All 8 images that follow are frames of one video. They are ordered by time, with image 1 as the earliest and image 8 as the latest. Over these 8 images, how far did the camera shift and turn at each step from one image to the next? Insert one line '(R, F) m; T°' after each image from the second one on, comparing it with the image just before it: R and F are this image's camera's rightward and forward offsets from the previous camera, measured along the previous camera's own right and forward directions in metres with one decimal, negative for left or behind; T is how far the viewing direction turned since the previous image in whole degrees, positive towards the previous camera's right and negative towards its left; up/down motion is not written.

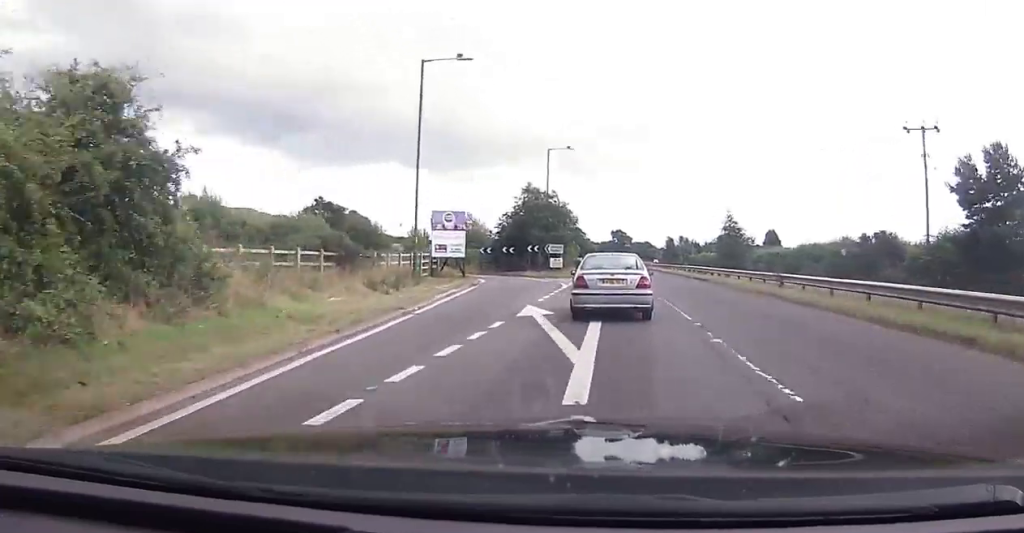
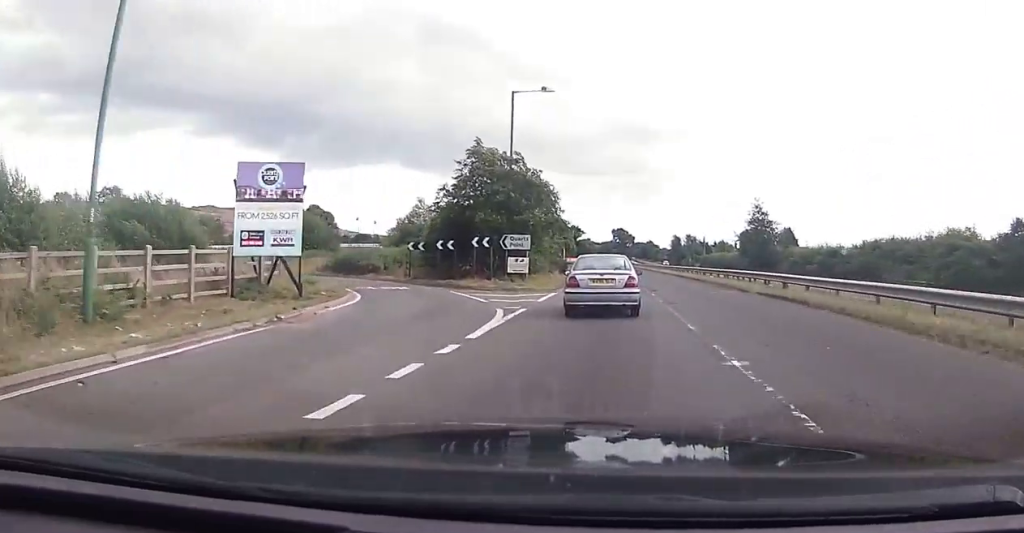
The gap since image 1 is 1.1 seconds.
(0.0, +19.8) m; -1°
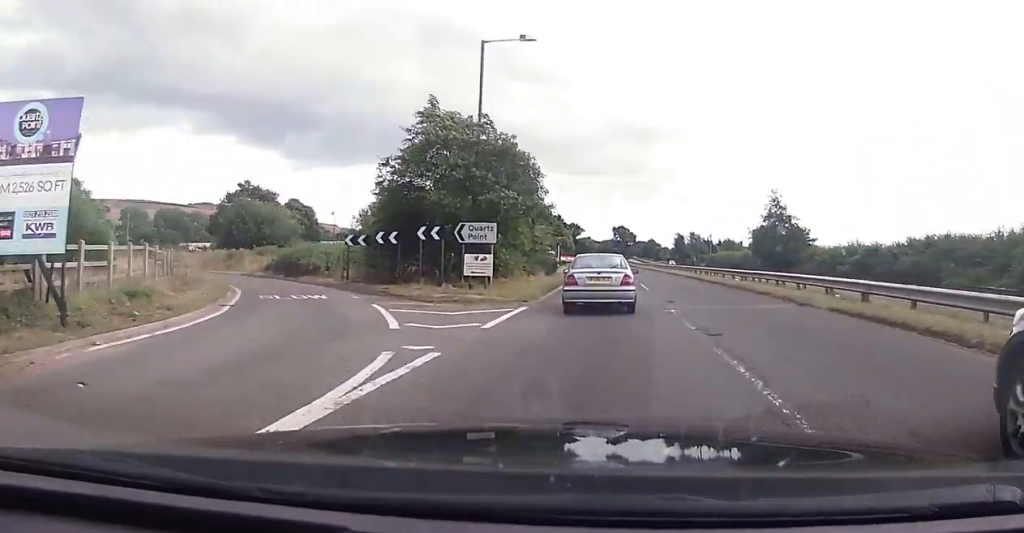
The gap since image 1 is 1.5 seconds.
(0.0, +8.7) m; 0°
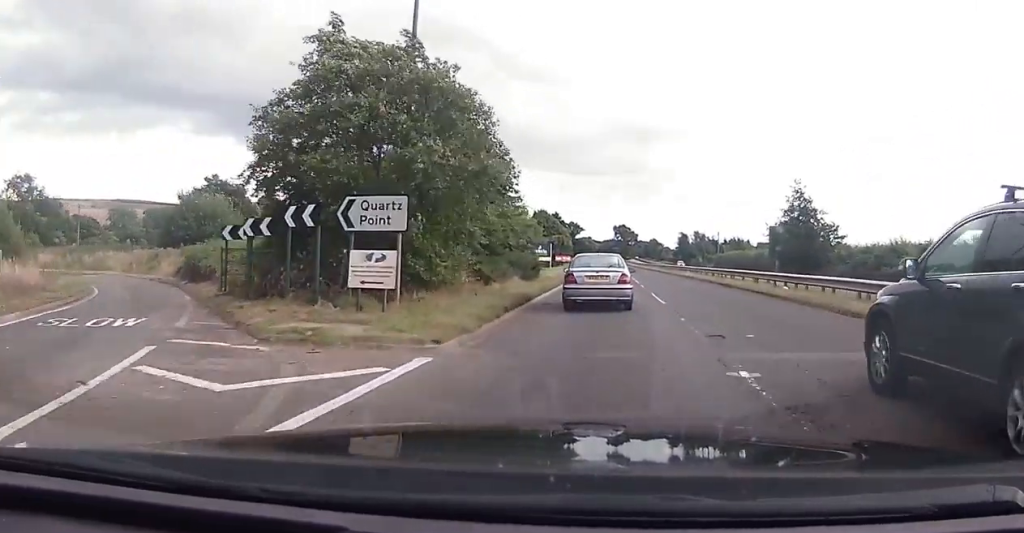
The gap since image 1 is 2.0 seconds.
(-0.1, +9.4) m; 0°
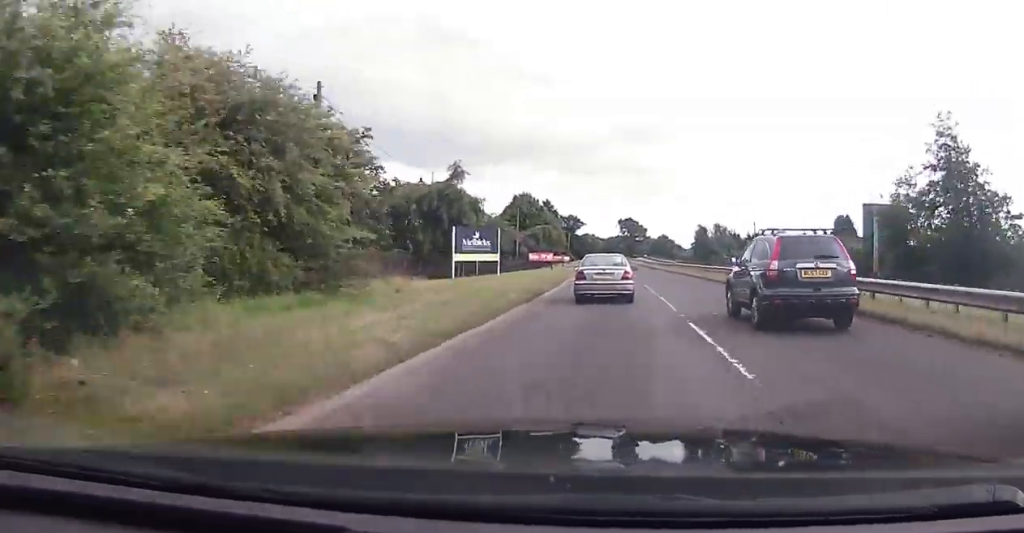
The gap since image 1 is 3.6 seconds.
(0.0, +30.0) m; +1°
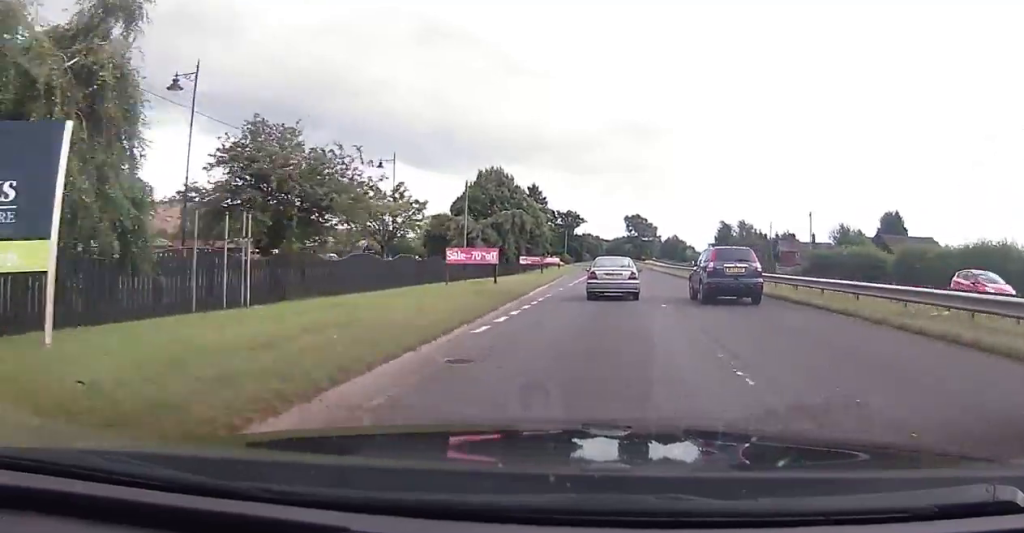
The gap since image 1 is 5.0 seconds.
(-0.2, +27.7) m; -1°
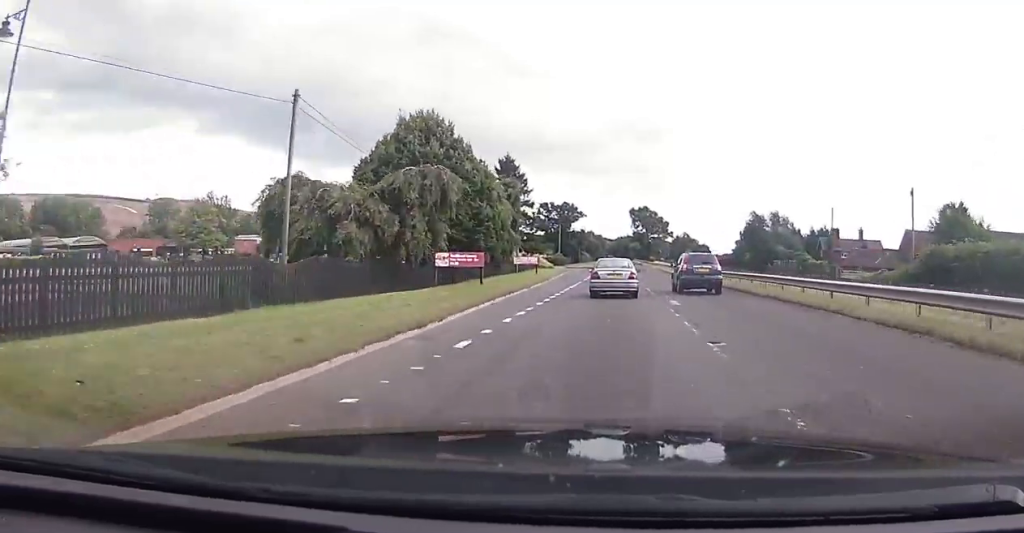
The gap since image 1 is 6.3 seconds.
(+0.3, +26.3) m; +1°
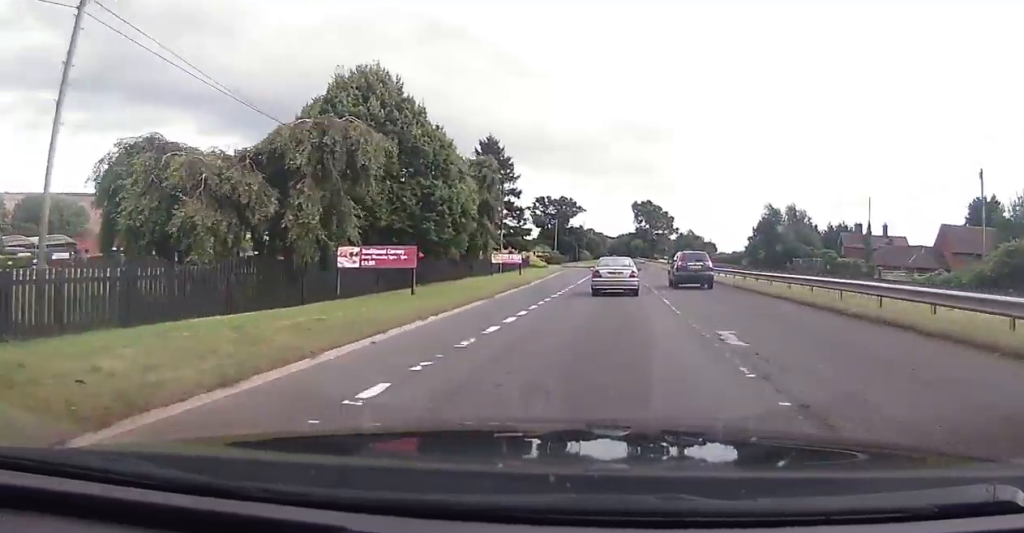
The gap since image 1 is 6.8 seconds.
(-0.1, +10.3) m; 0°
